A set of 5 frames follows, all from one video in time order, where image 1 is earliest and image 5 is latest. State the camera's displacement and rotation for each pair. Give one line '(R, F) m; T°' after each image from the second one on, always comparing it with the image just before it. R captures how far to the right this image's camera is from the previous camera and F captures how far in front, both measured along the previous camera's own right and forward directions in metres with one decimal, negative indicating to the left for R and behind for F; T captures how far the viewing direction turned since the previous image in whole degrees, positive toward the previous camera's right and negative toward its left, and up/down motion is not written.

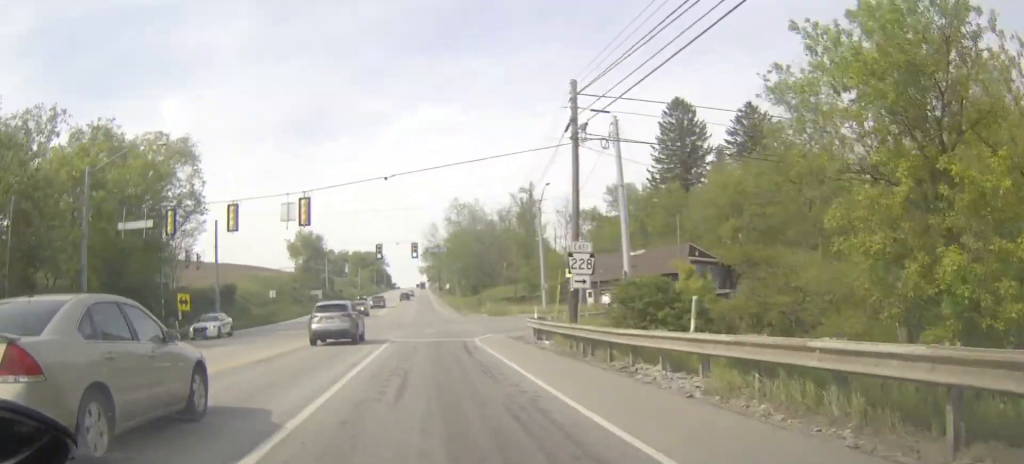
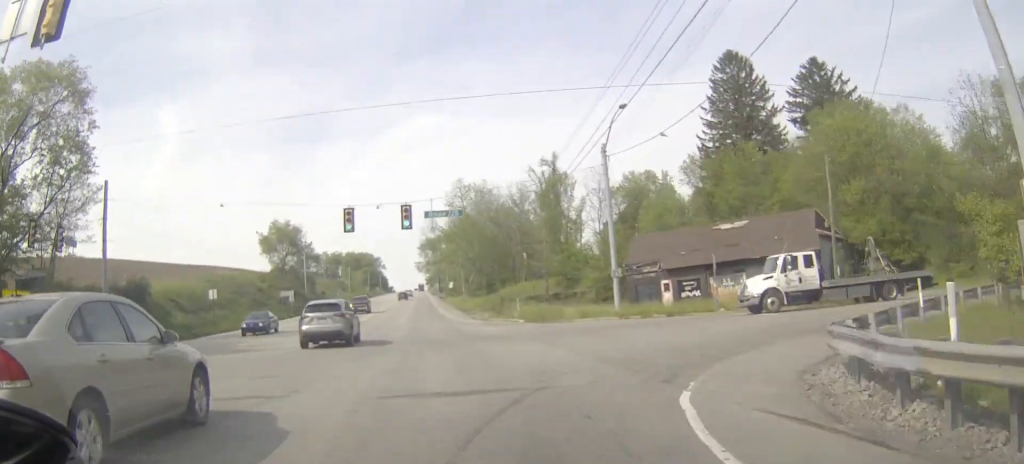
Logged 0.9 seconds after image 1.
(0.0, +24.1) m; 0°
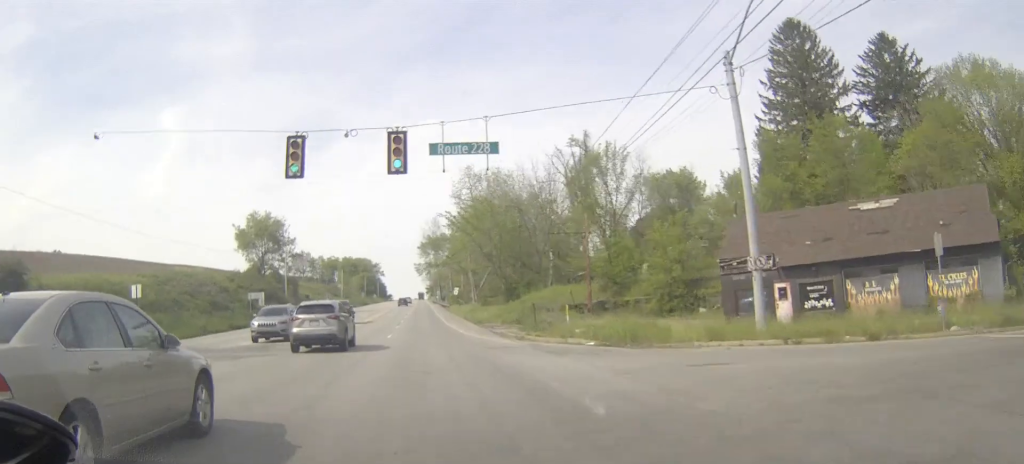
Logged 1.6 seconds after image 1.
(0.0, +17.2) m; 0°
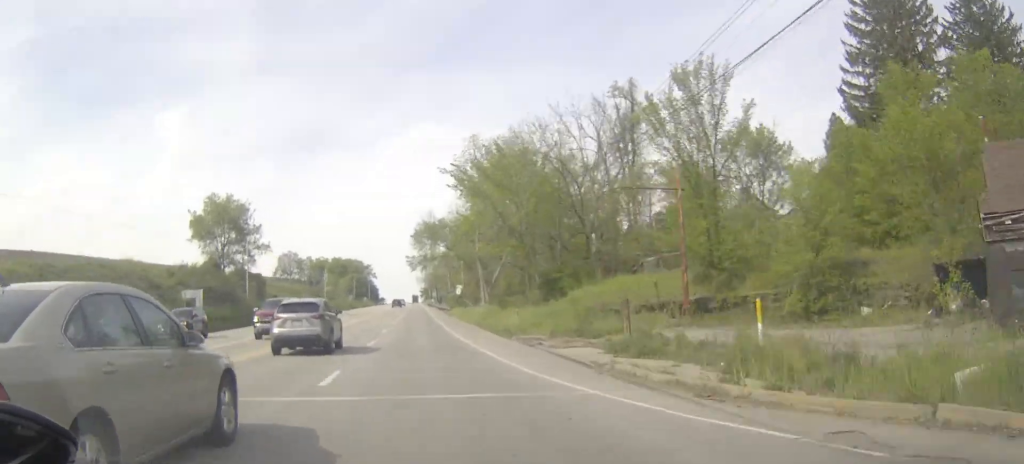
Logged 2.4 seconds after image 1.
(0.0, +19.7) m; 0°
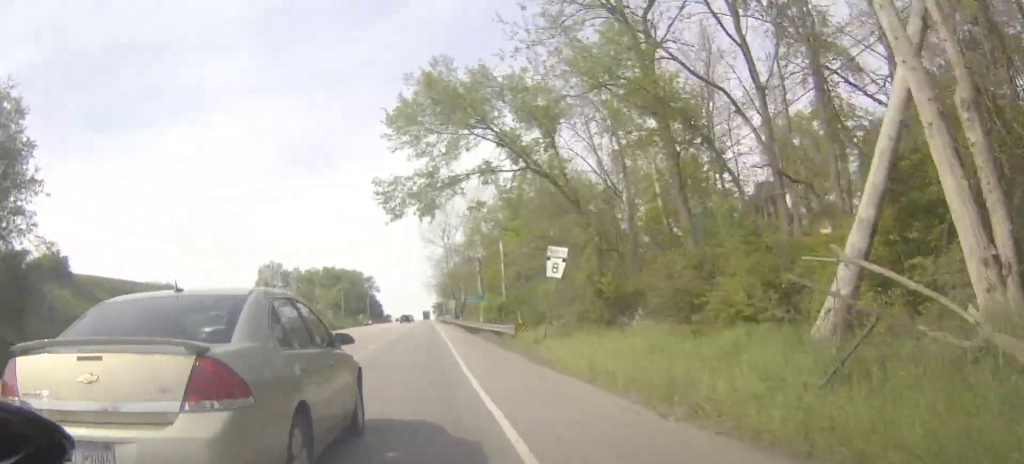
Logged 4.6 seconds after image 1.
(-0.1, +55.9) m; -1°
